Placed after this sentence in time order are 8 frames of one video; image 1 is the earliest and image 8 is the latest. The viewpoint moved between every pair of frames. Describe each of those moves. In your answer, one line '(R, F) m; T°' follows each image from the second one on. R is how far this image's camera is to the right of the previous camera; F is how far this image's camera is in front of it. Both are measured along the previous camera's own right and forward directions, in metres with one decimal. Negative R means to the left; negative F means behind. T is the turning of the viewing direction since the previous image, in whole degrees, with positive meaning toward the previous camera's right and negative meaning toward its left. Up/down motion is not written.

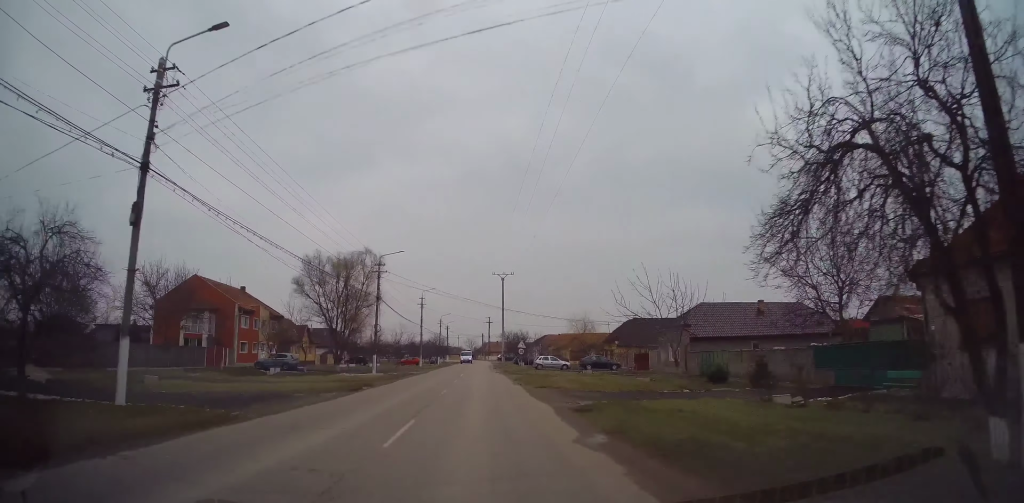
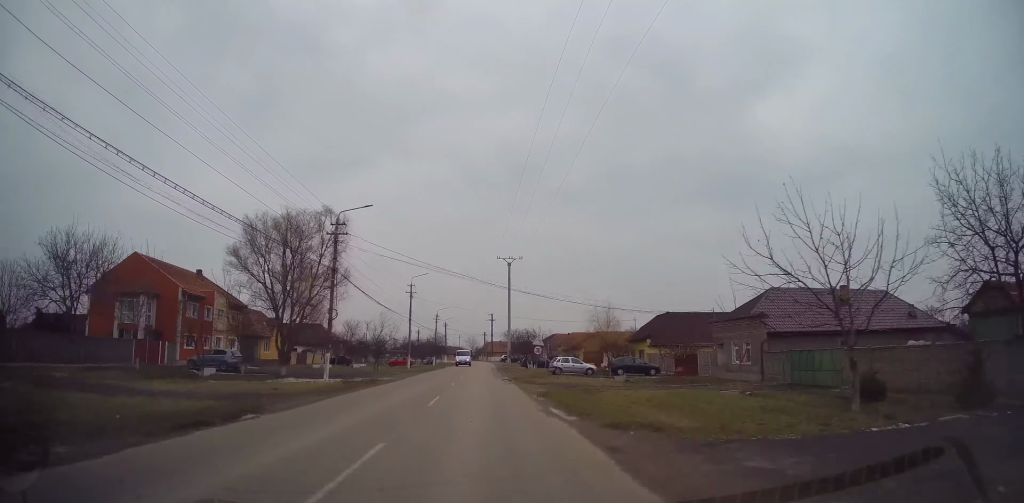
(+0.3, +12.8) m; 0°
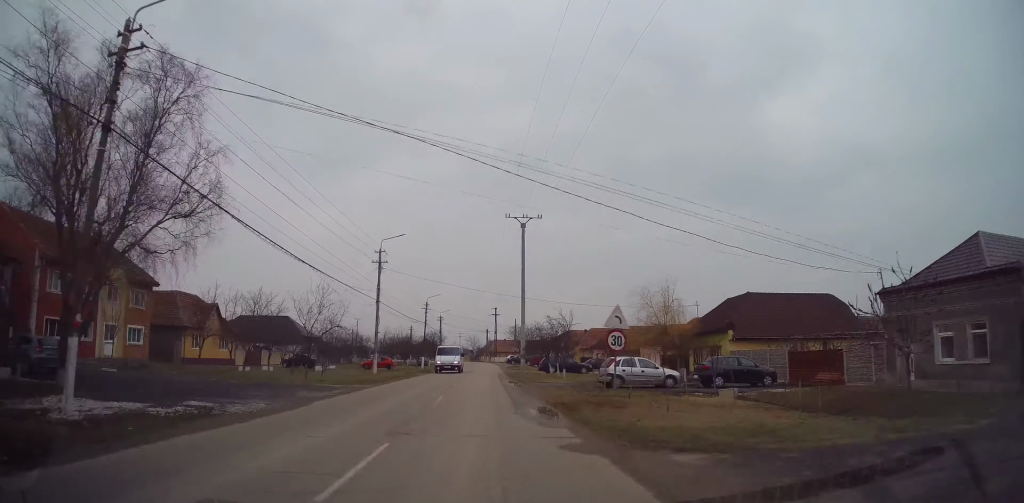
(-0.5, +18.9) m; -1°
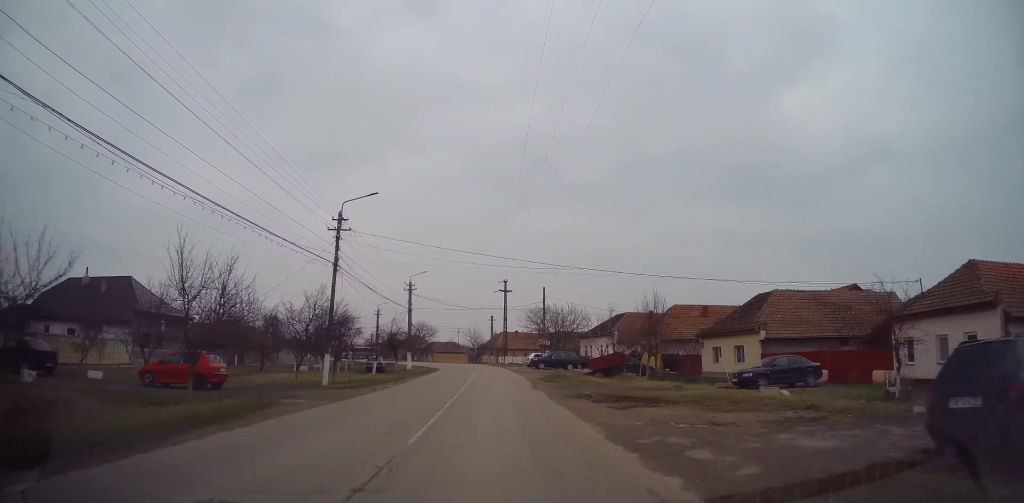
(+1.6, +41.8) m; +2°
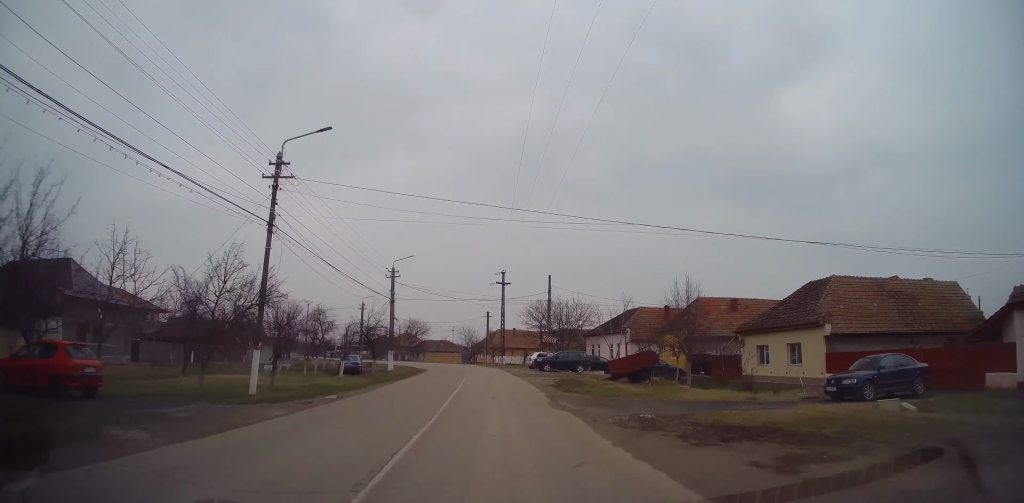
(-0.2, +7.4) m; -1°
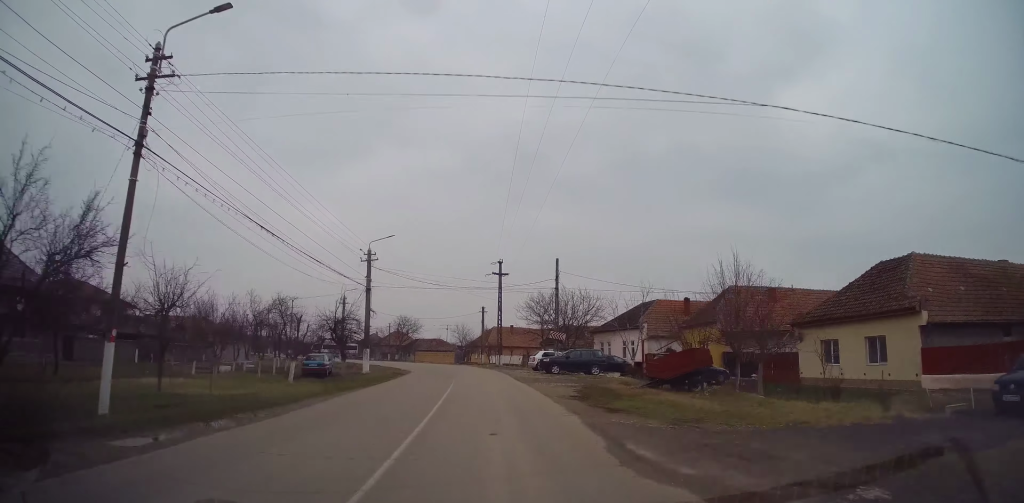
(-0.1, +7.7) m; -1°
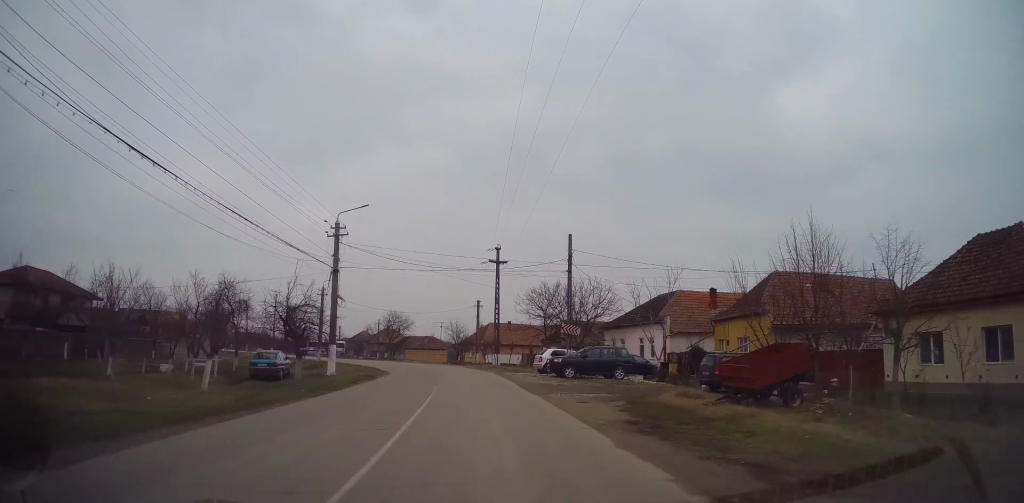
(-0.1, +7.1) m; 0°
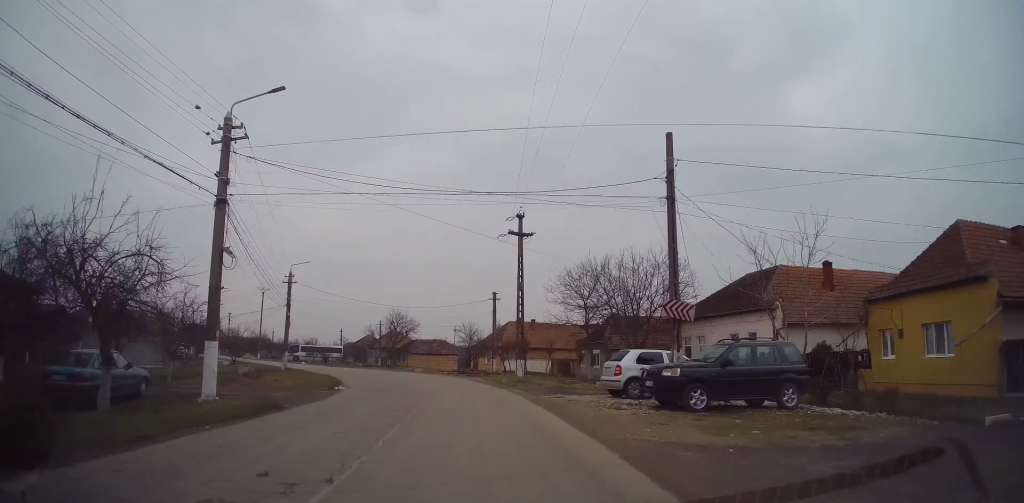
(0.0, +15.4) m; +1°
